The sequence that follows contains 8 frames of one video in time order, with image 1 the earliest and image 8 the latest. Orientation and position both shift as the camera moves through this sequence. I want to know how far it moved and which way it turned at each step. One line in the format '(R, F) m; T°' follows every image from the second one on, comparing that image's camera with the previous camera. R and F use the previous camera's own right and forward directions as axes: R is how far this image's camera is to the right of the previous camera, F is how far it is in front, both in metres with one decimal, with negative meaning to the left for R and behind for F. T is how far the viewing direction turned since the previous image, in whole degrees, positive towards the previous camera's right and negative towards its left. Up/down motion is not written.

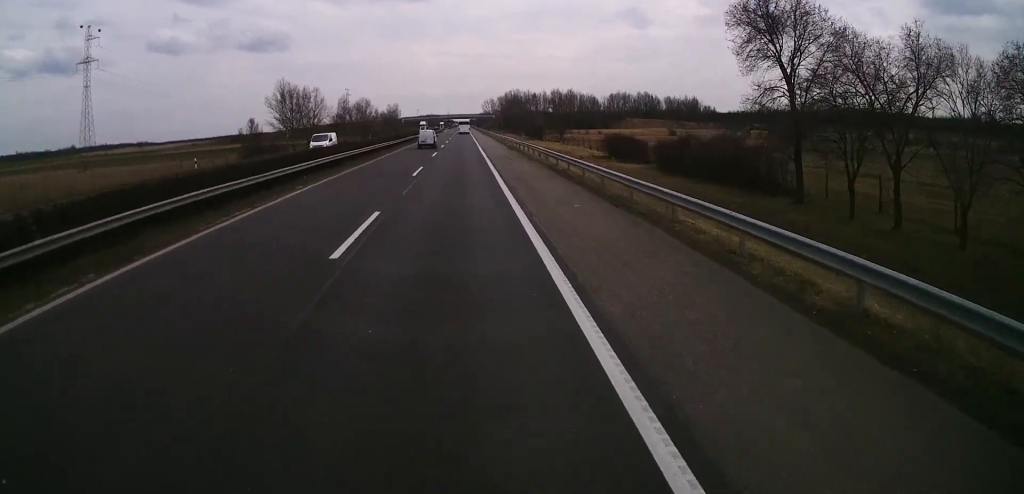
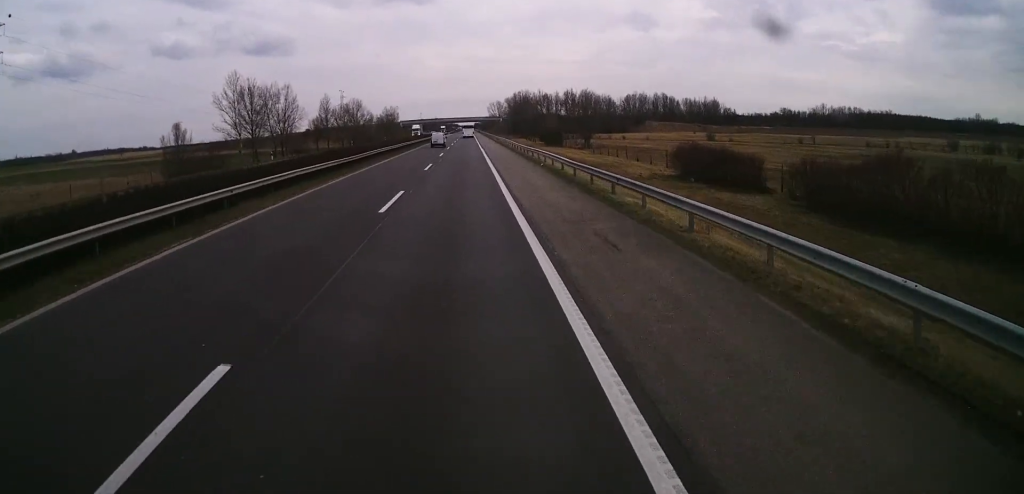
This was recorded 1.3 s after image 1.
(-0.5, +29.2) m; 0°
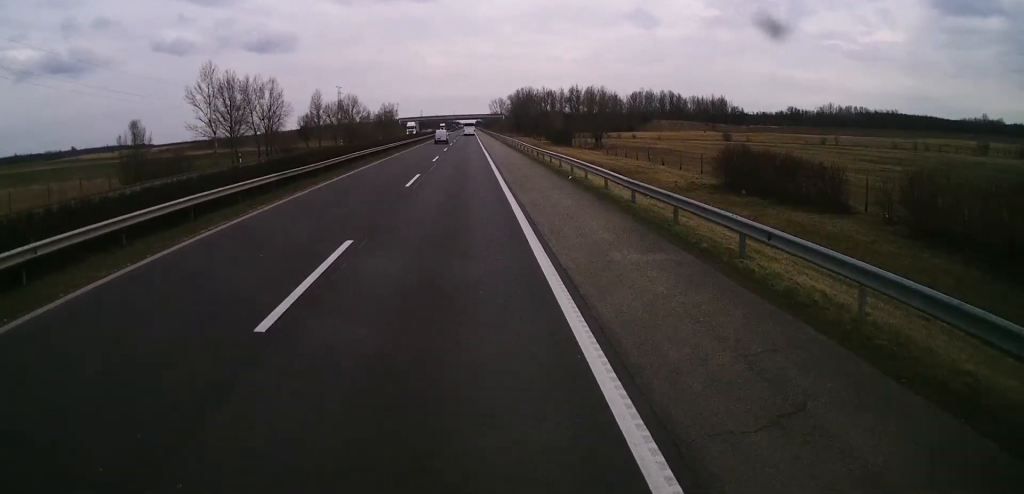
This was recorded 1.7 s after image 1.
(+0.2, +10.8) m; 0°
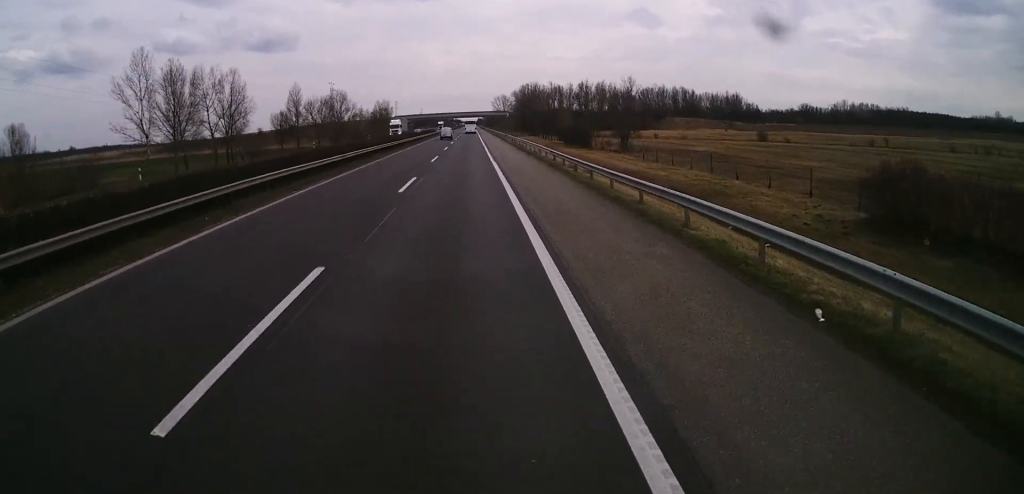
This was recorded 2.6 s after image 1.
(+0.2, +20.8) m; 0°
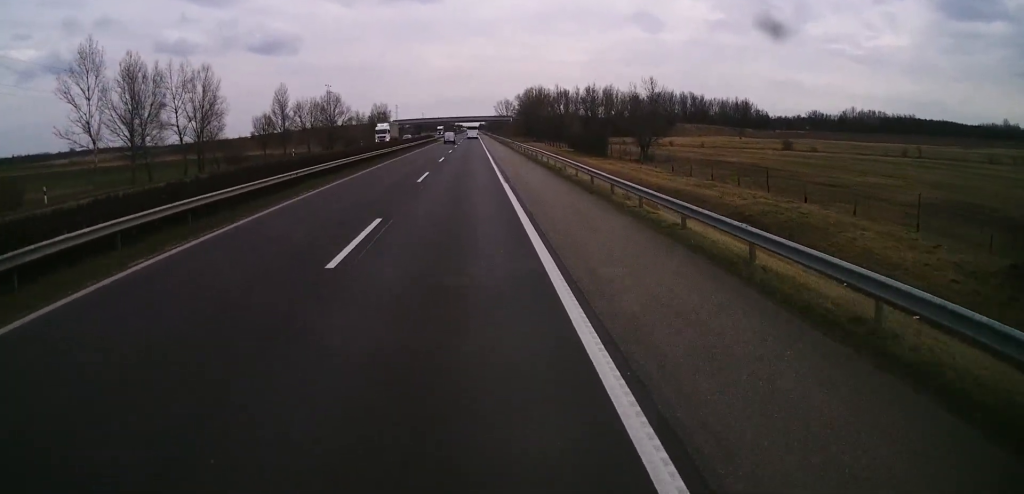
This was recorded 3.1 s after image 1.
(-0.1, +11.6) m; -1°
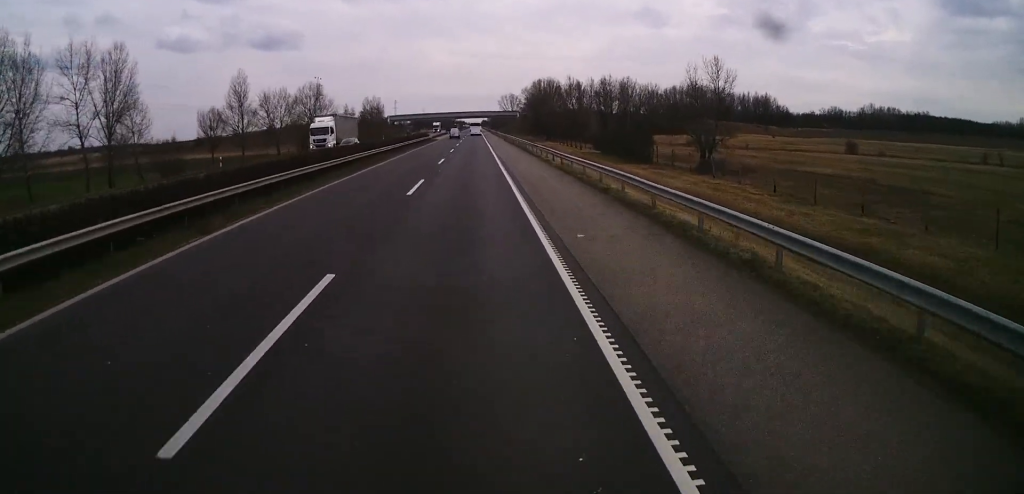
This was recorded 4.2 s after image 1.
(-0.3, +24.7) m; 0°
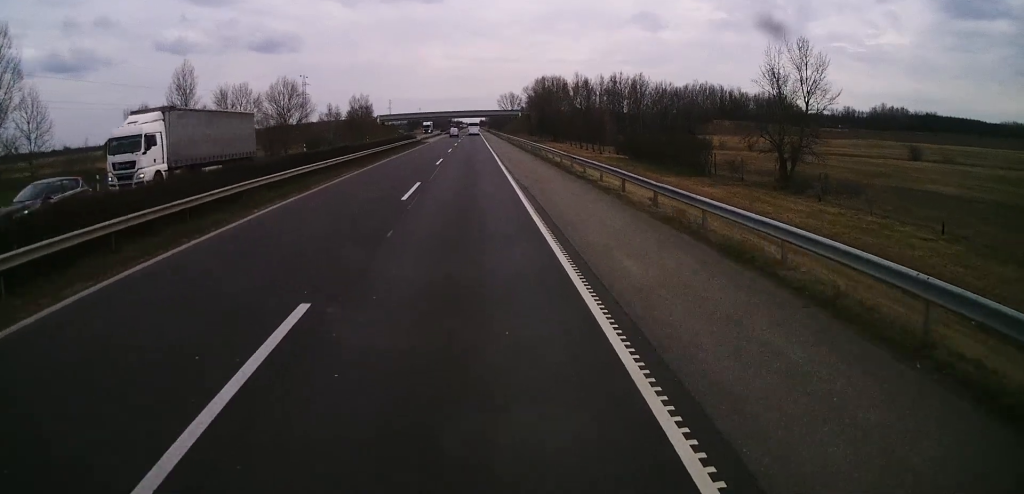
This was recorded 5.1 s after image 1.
(+0.2, +20.1) m; +1°
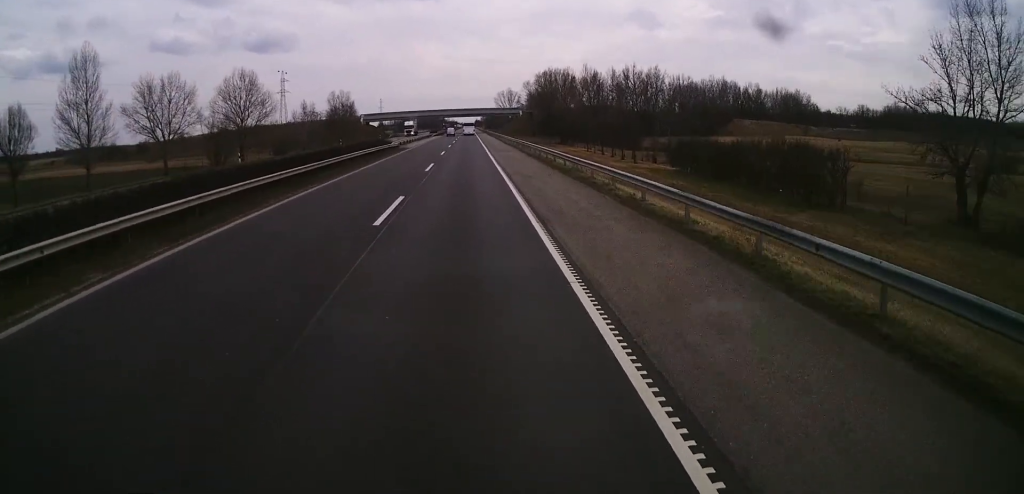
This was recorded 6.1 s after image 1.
(+0.1, +23.1) m; 0°
